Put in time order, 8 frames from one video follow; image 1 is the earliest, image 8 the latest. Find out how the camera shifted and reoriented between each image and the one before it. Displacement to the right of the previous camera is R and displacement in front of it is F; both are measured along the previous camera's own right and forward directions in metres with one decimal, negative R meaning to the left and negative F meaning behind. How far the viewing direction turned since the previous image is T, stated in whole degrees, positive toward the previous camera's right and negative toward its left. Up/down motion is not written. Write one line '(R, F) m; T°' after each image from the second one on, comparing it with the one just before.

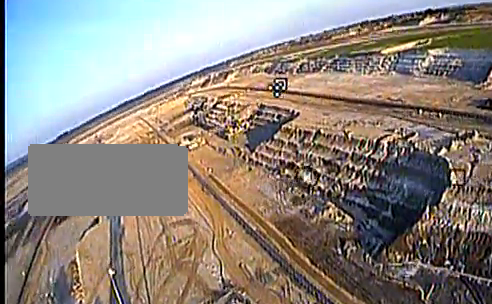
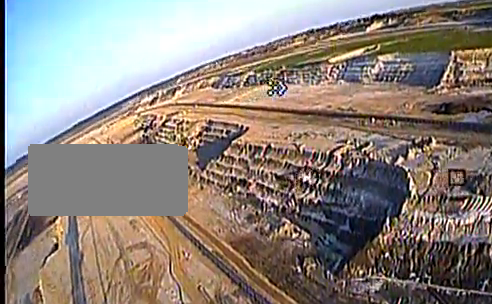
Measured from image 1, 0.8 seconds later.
(+1.2, +6.1) m; +18°
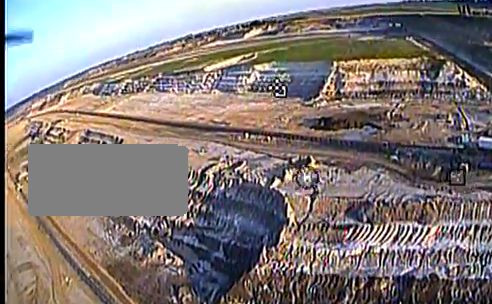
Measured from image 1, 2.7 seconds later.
(+5.7, +15.0) m; +35°
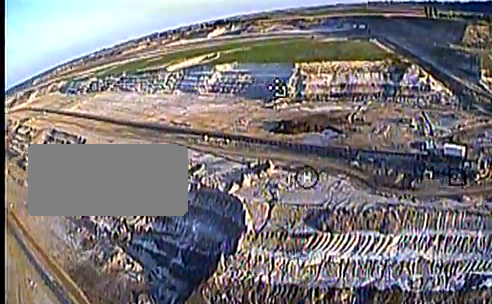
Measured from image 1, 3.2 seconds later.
(+0.3, +5.2) m; +6°
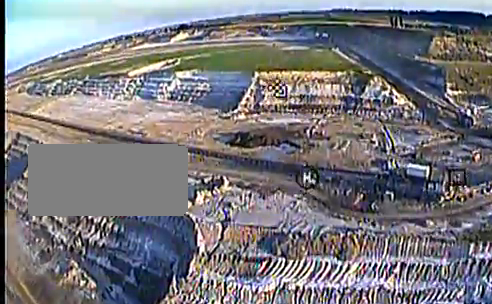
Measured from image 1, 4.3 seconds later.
(+0.8, +10.3) m; +7°
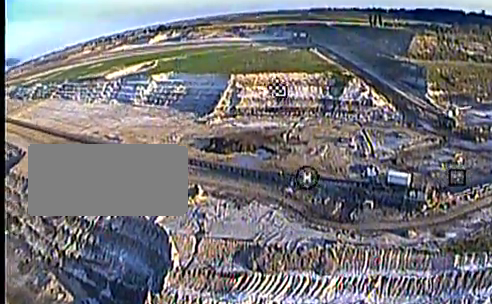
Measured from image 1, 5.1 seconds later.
(+0.3, +8.5) m; +4°
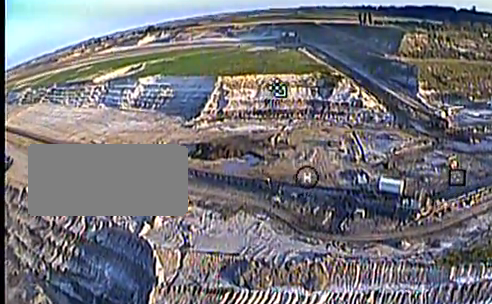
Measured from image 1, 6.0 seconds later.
(+0.2, +8.3) m; +4°
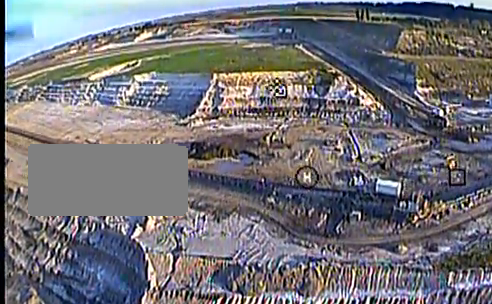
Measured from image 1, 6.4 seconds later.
(+0.2, +4.6) m; +2°
